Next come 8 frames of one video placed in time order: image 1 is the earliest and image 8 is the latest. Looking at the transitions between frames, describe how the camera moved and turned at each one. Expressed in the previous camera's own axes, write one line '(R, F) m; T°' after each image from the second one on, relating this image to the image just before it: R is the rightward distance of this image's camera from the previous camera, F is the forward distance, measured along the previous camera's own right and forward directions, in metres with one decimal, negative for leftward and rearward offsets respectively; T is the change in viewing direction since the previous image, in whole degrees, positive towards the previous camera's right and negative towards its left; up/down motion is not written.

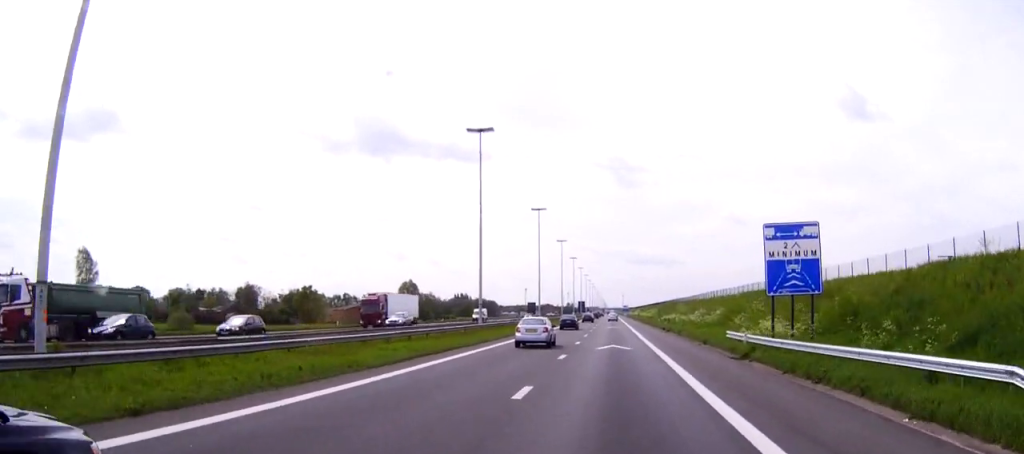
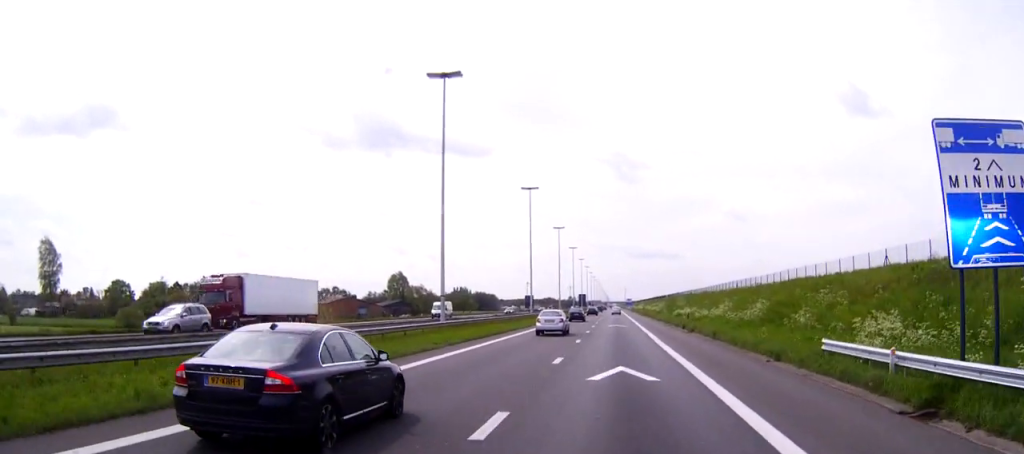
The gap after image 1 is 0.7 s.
(0.0, +17.7) m; 0°
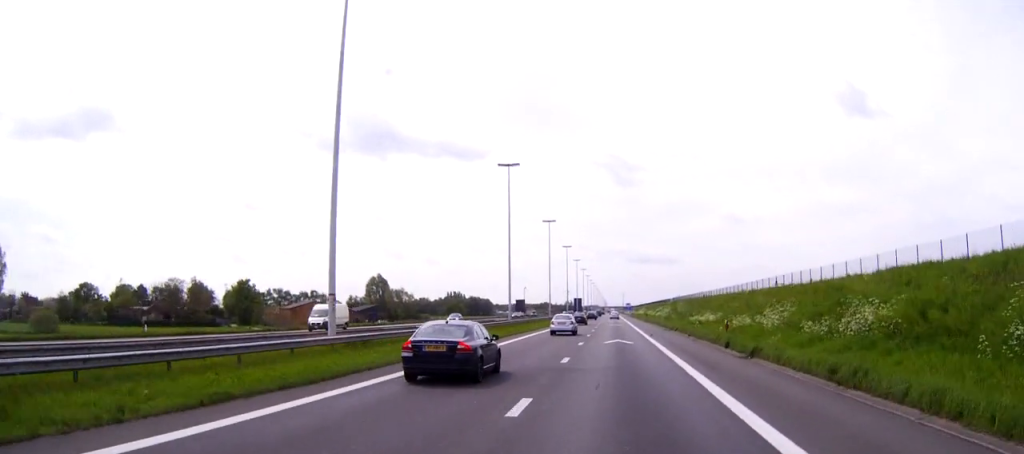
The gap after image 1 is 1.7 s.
(0.0, +22.5) m; 0°
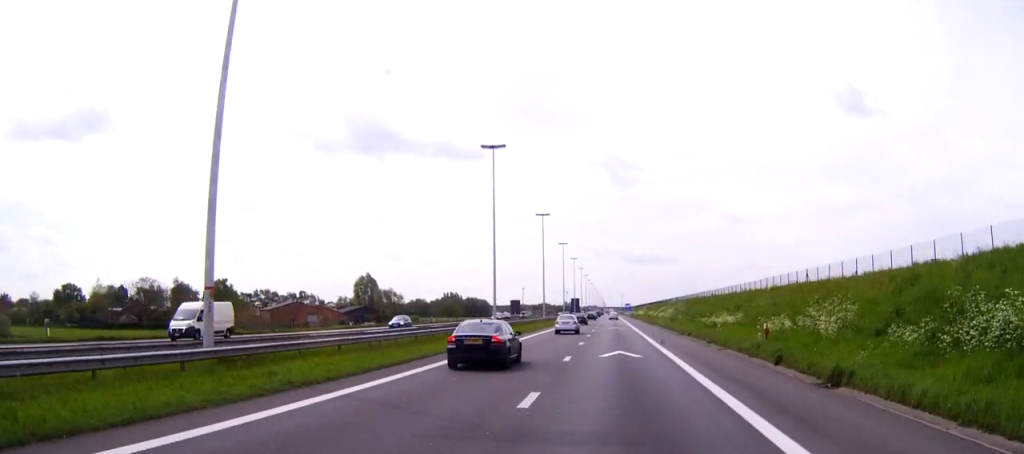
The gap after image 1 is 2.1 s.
(0.0, +11.3) m; 0°
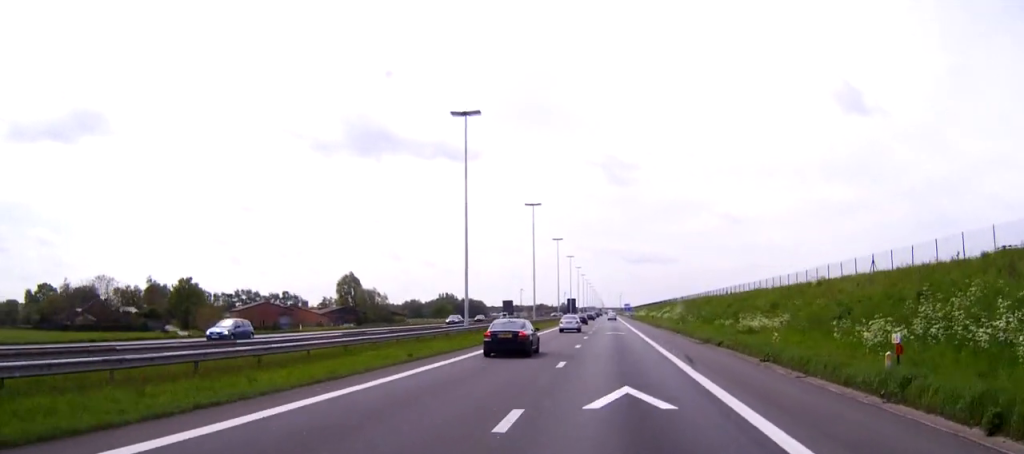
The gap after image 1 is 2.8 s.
(0.0, +15.3) m; 0°
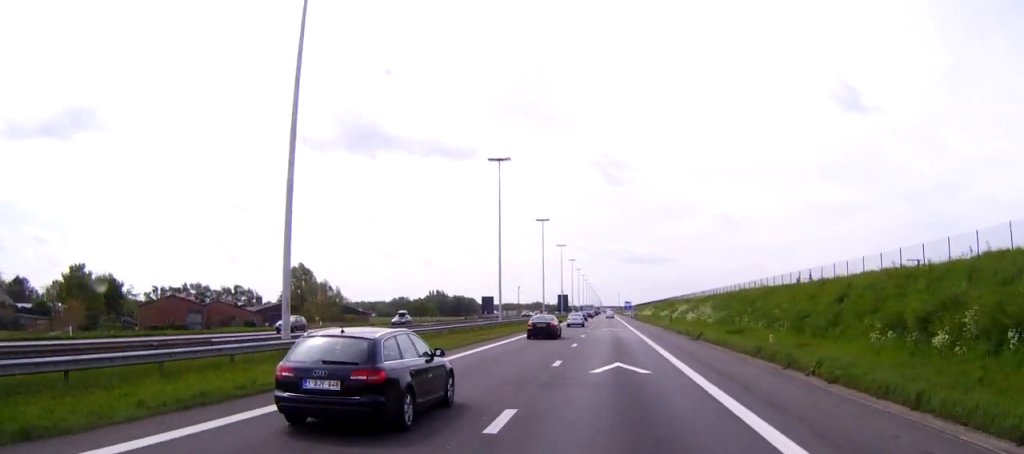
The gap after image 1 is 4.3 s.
(0.0, +37.8) m; 0°
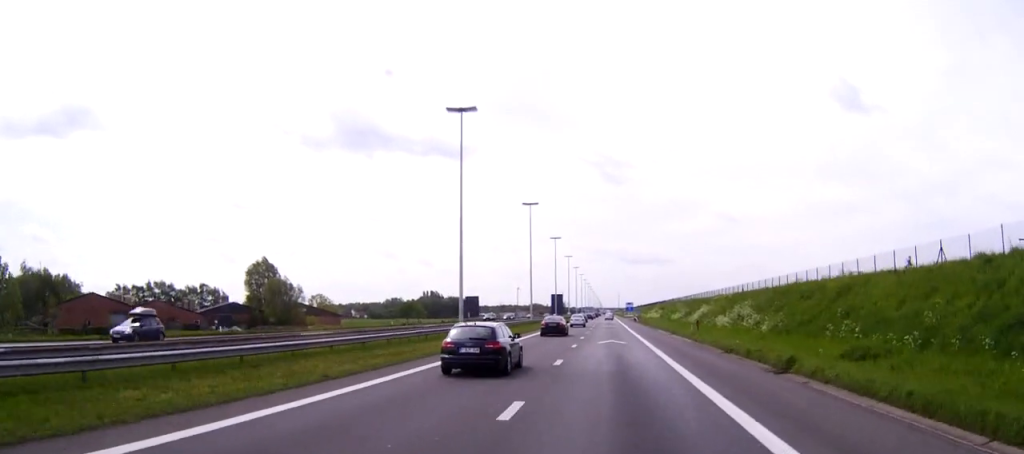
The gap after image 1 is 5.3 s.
(+0.1, +23.2) m; 0°
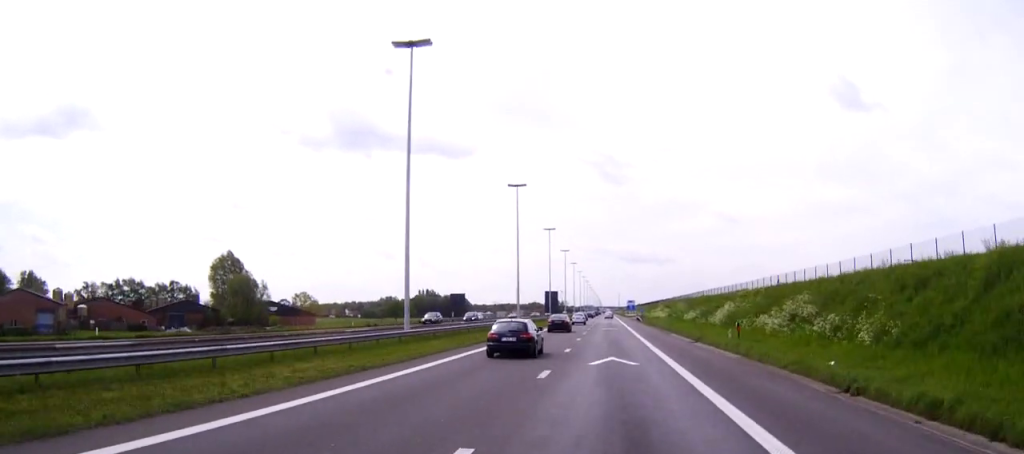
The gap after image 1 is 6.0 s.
(0.0, +17.6) m; 0°
